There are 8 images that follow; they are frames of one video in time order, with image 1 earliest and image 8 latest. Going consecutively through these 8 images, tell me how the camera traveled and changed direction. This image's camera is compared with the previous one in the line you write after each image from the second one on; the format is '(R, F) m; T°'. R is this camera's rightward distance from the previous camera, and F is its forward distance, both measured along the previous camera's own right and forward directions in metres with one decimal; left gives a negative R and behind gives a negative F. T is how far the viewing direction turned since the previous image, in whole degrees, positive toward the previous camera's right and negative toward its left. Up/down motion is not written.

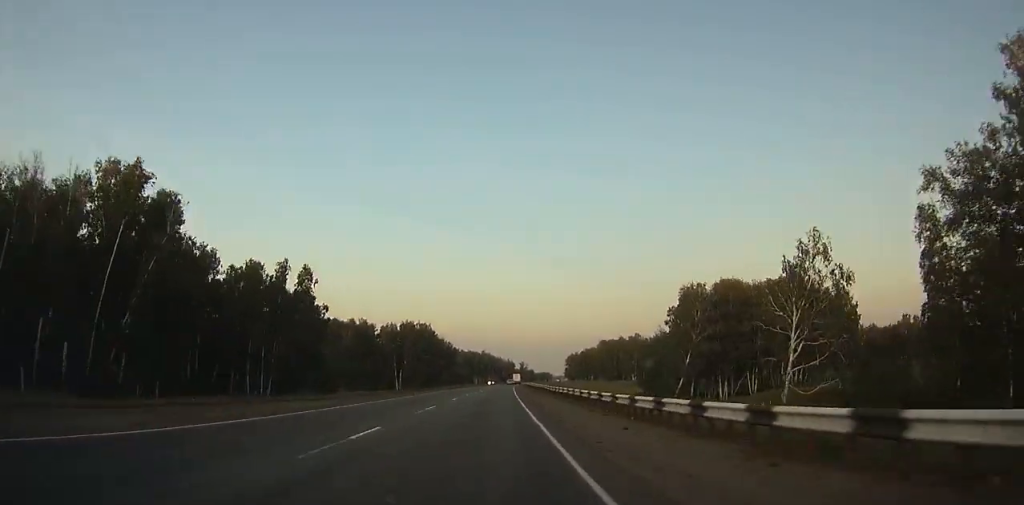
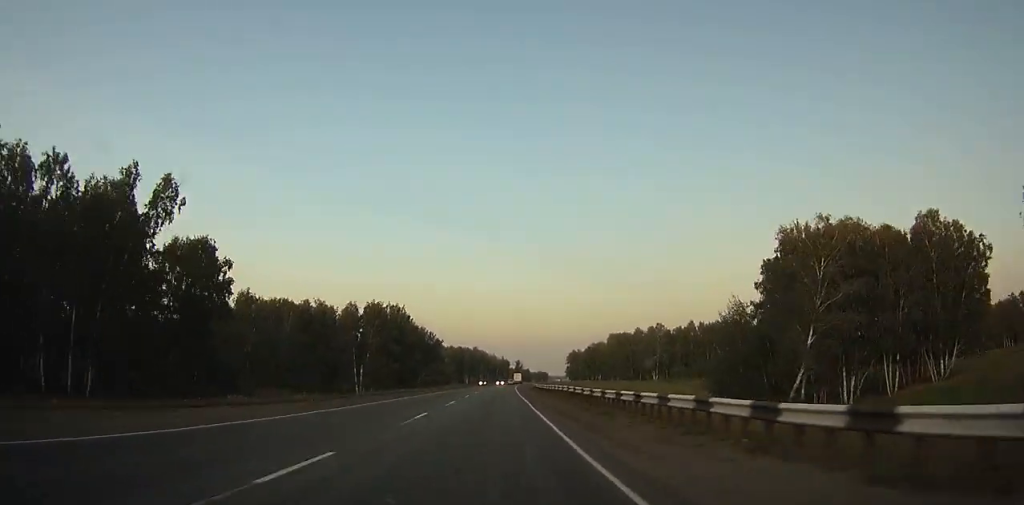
(0.0, +41.2) m; +1°
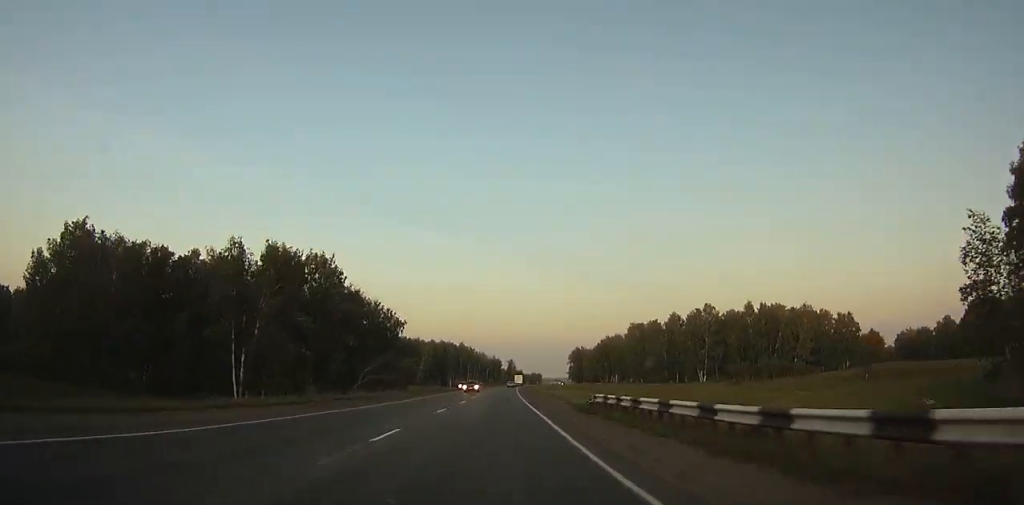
(+0.7, +56.3) m; +1°
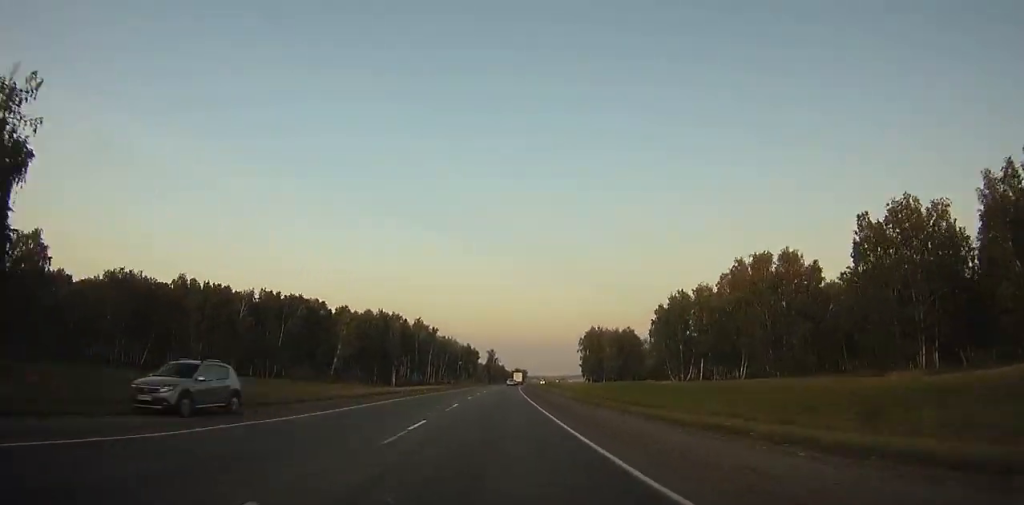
(+1.2, +105.1) m; +2°
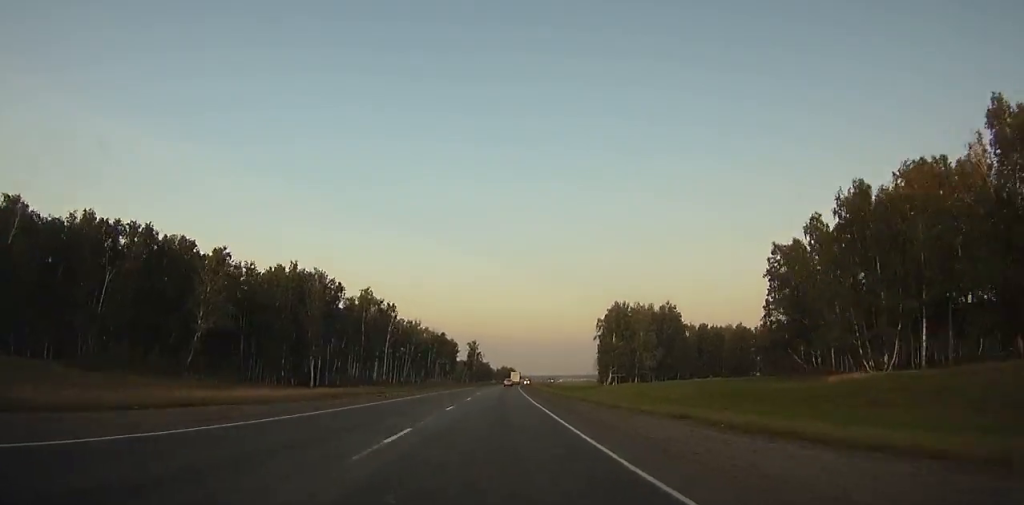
(+0.7, +63.7) m; +1°
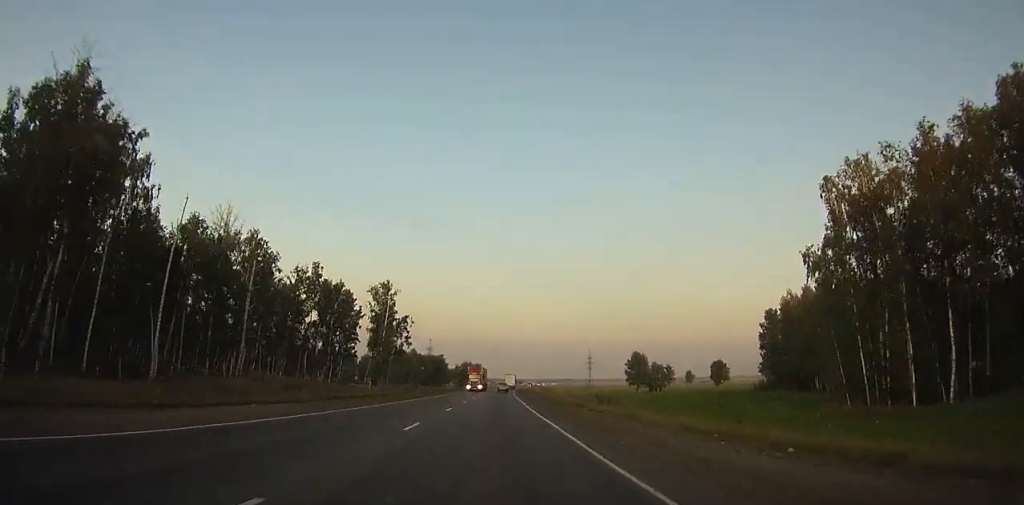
(+3.9, +154.3) m; +3°
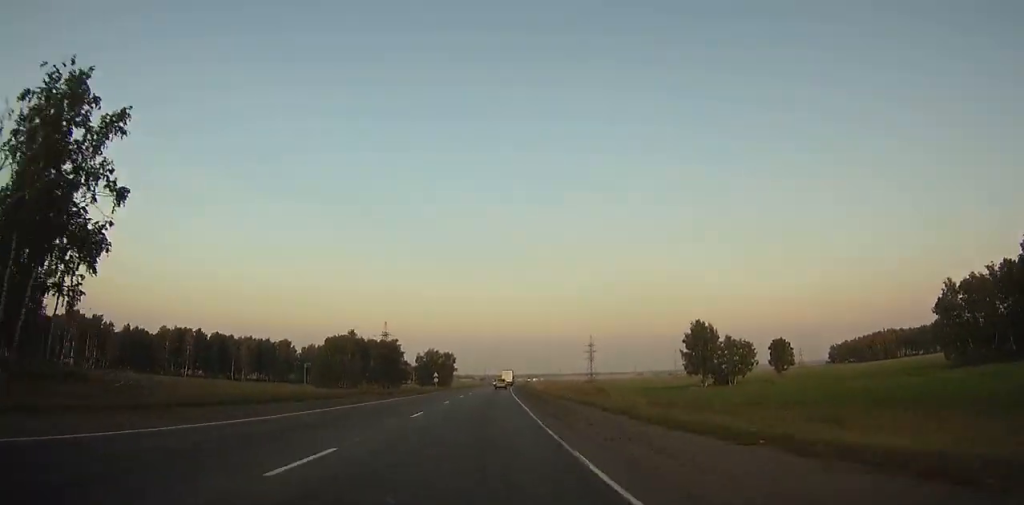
(+2.2, +91.5) m; +2°
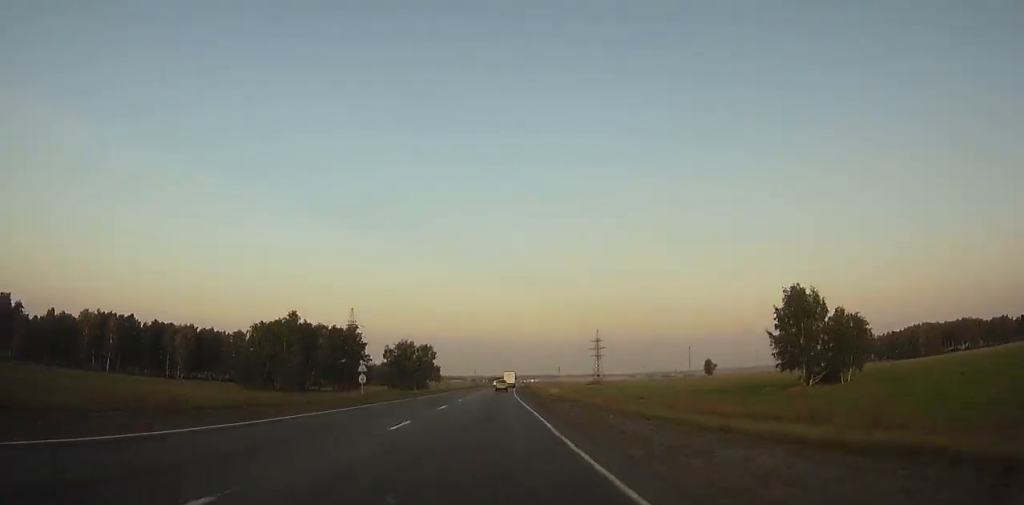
(+0.4, +53.0) m; +1°
